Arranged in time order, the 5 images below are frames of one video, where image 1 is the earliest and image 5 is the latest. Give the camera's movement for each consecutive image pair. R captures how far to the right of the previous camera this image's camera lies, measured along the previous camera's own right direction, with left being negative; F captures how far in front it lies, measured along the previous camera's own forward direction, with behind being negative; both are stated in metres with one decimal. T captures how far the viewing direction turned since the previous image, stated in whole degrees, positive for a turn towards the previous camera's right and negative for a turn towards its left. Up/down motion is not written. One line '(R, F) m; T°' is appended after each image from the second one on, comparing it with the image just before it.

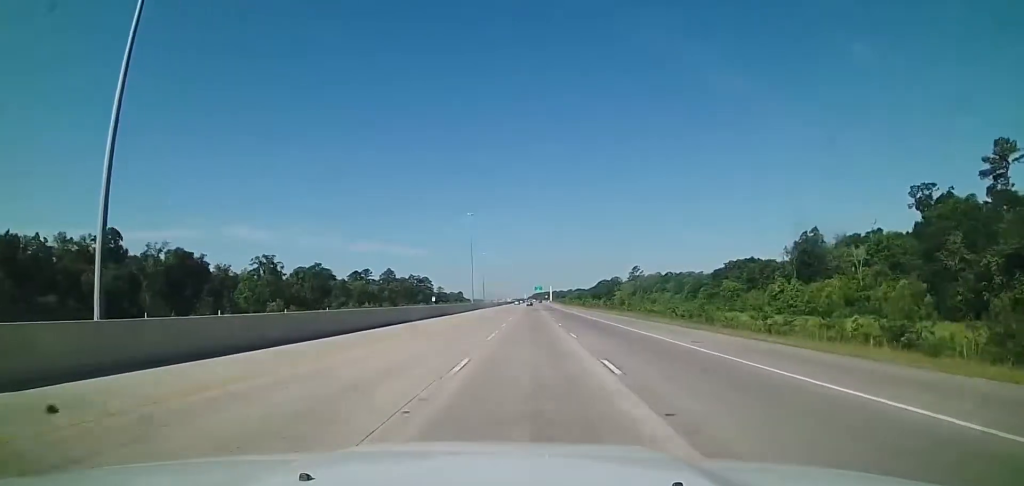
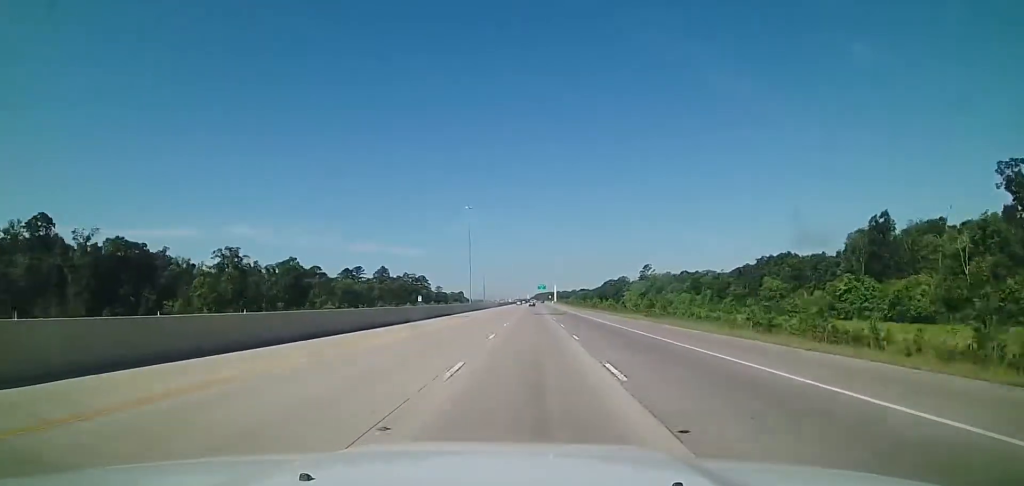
(+0.3, +24.6) m; 0°
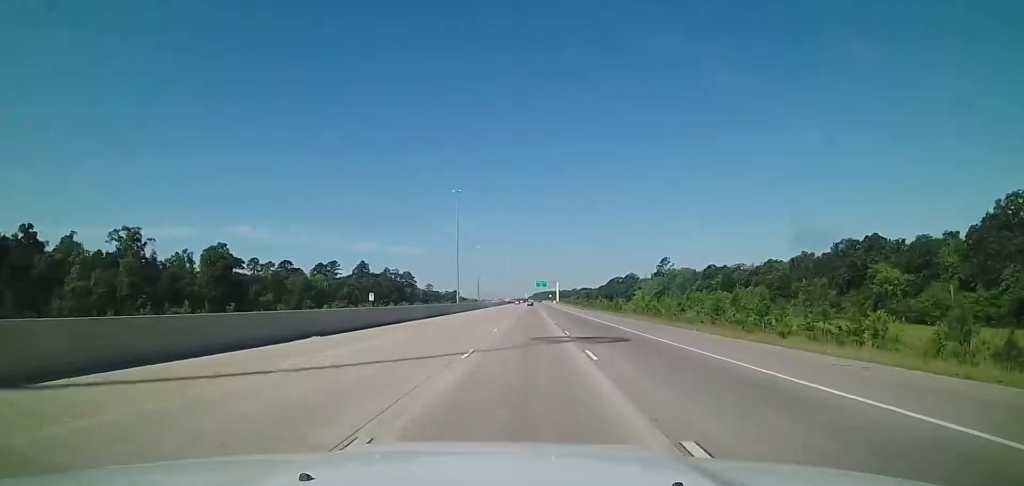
(-0.3, +45.4) m; -1°
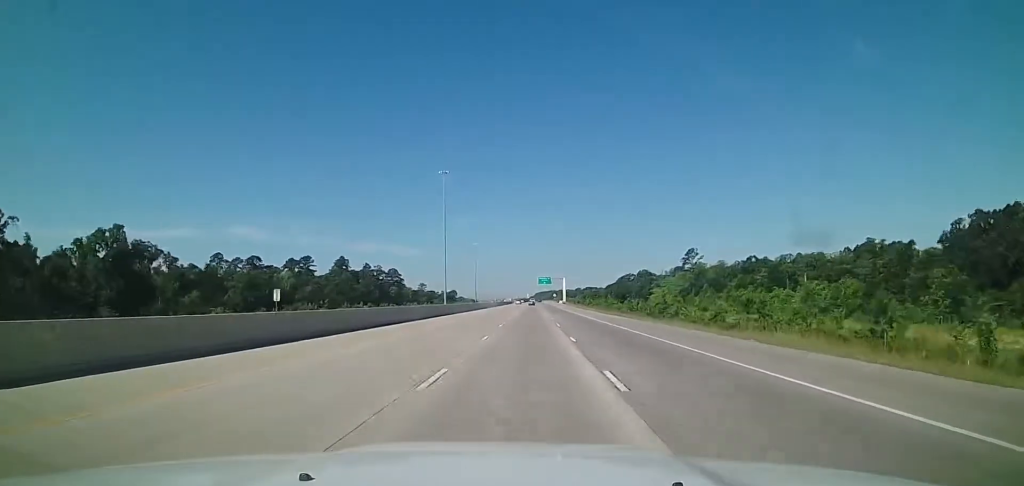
(-0.3, +42.1) m; 0°
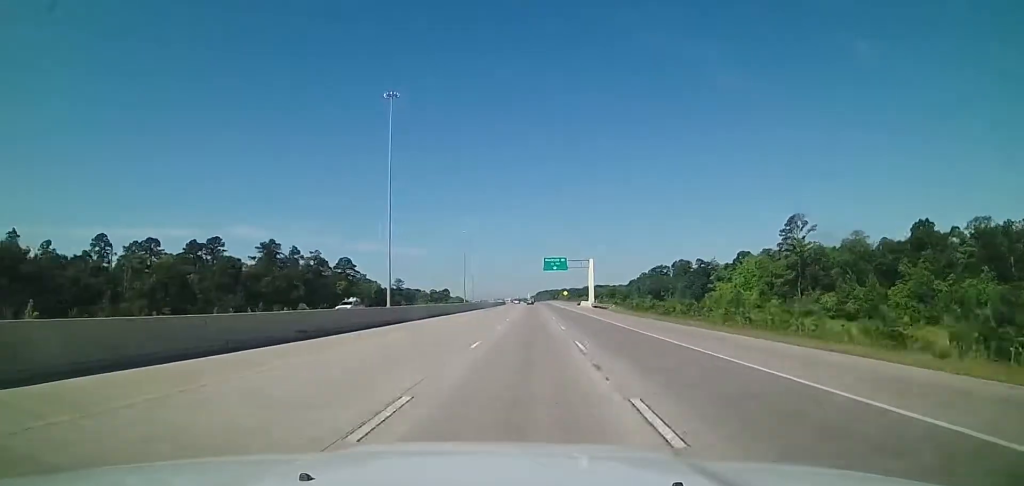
(+0.7, +89.5) m; 0°
